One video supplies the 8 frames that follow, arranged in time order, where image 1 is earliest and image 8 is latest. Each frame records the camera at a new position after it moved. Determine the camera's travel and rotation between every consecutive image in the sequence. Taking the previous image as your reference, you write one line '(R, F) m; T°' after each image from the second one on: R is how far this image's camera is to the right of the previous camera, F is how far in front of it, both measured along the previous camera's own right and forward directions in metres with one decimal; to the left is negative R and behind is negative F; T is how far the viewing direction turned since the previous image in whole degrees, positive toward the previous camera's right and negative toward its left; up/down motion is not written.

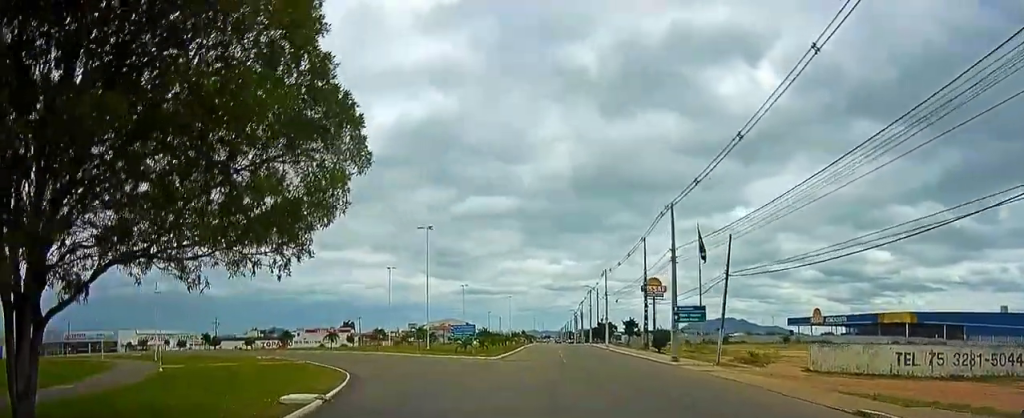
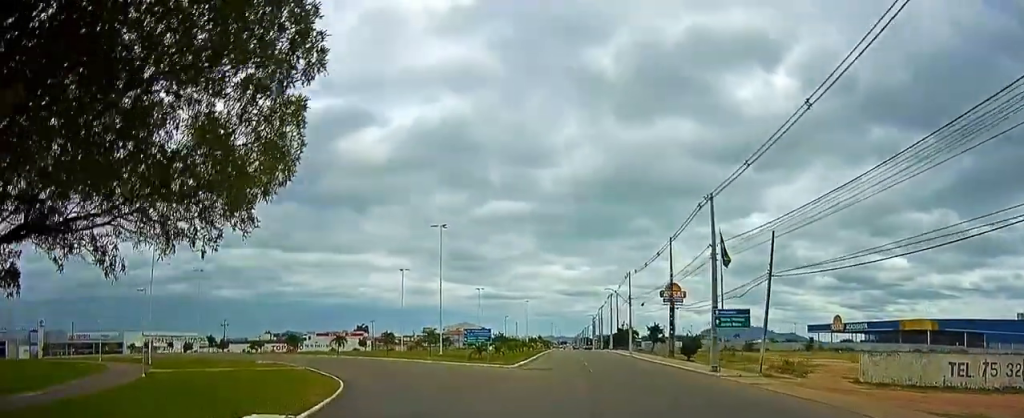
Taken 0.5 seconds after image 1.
(-0.2, +4.2) m; -2°
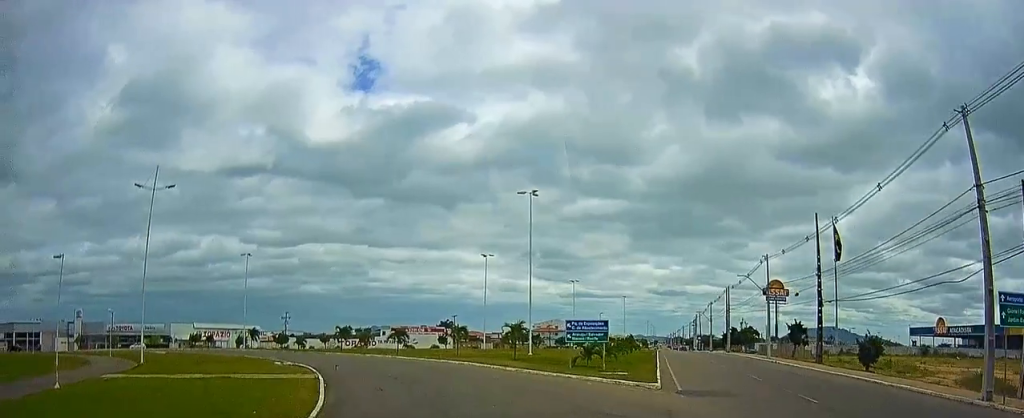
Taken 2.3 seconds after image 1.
(-0.3, +15.7) m; -3°
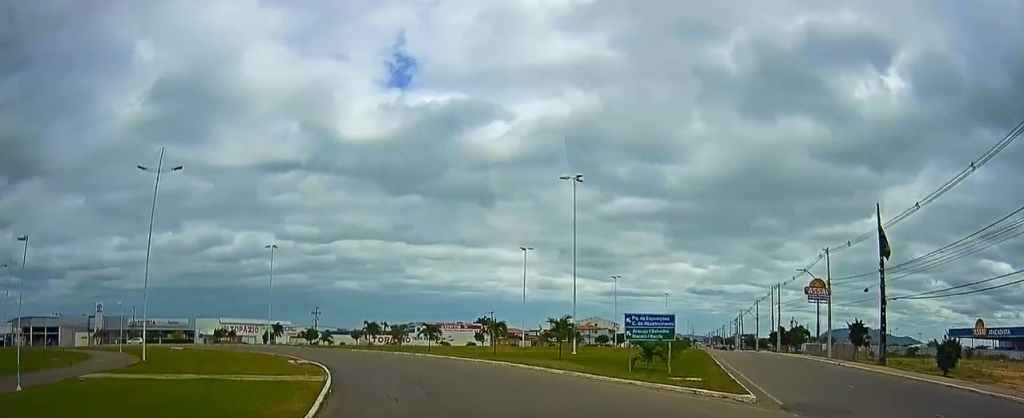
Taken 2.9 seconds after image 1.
(0.0, +4.6) m; -2°
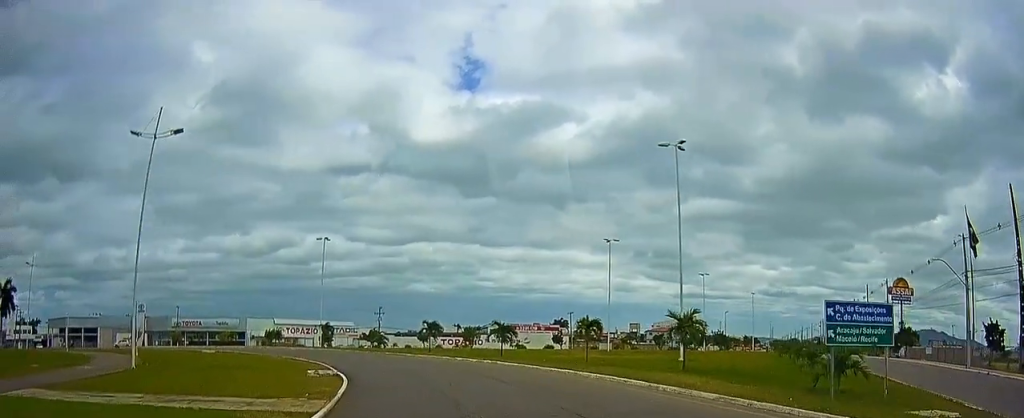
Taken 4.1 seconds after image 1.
(-0.6, +9.6) m; -10°
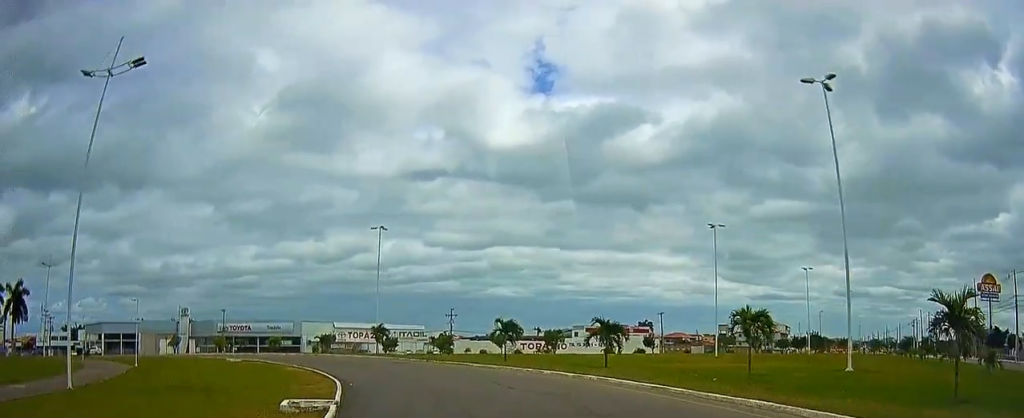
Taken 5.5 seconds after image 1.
(-1.6, +11.4) m; -18°
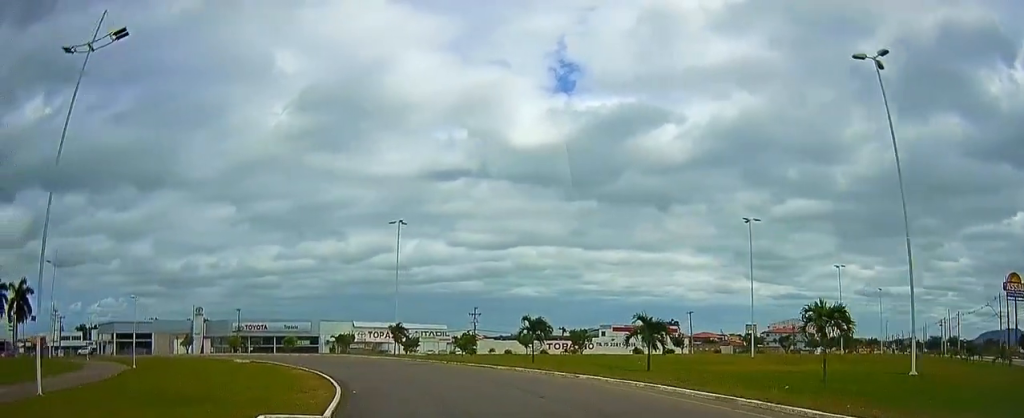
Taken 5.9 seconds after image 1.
(-0.2, +3.2) m; -1°
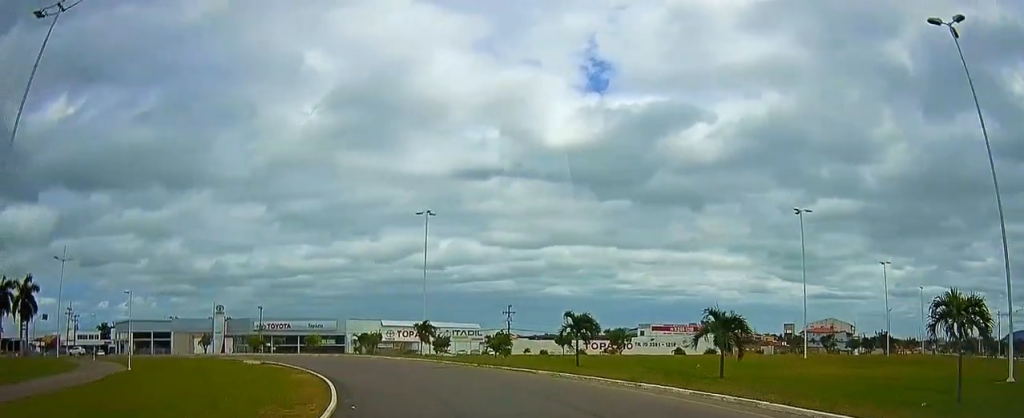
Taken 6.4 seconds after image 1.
(-0.4, +4.3) m; 0°
